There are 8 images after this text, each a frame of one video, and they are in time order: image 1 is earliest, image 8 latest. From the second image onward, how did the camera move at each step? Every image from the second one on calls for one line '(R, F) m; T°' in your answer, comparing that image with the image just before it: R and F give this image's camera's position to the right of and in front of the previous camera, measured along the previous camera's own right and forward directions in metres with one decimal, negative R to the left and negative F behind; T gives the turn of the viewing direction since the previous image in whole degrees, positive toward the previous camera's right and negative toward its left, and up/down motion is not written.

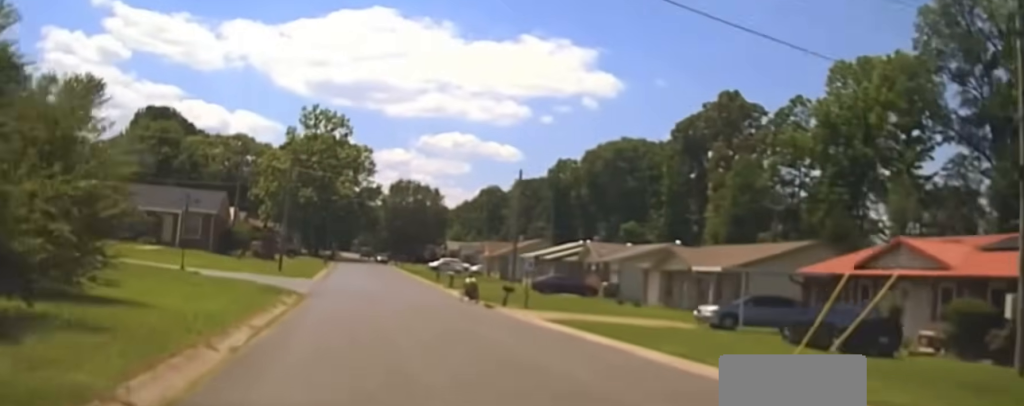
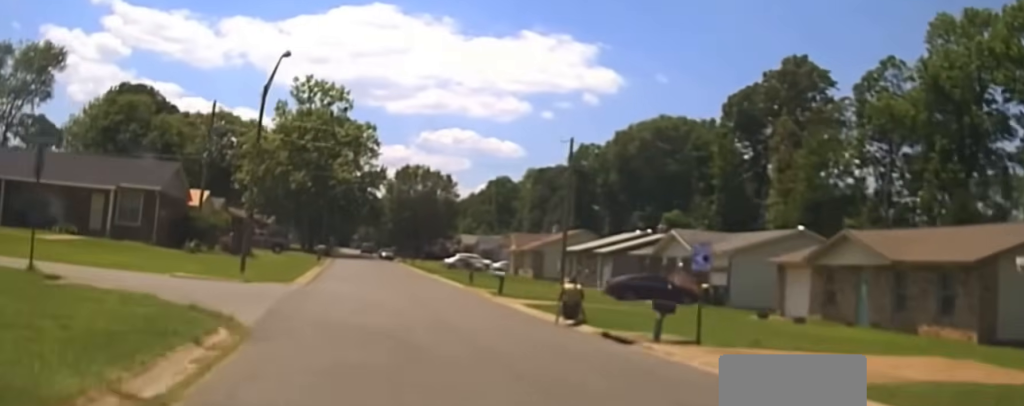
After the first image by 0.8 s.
(+0.1, +18.2) m; 0°
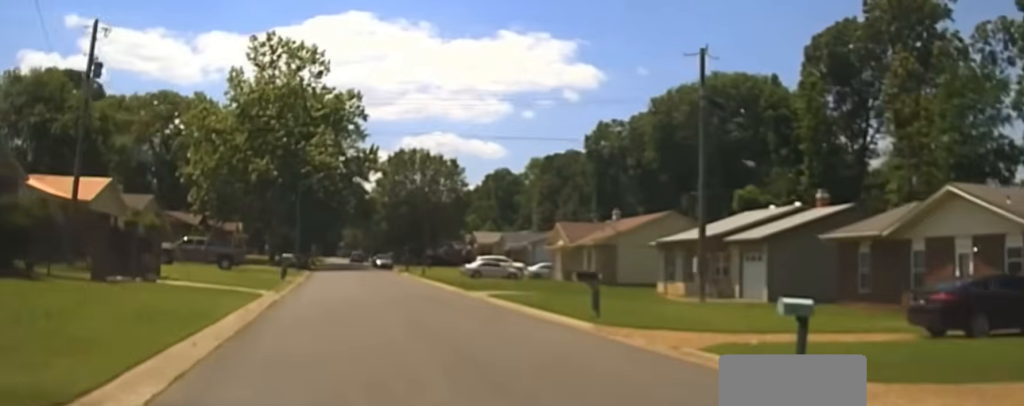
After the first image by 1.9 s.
(0.0, +27.3) m; +1°
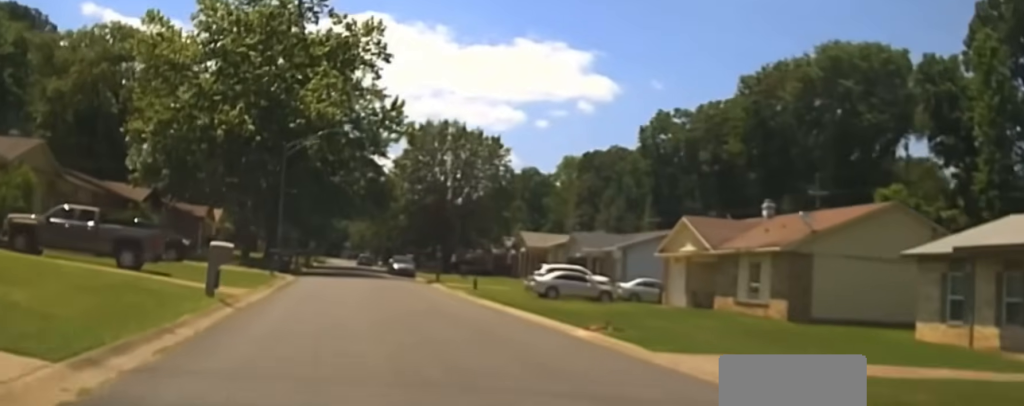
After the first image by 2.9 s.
(+0.3, +25.8) m; 0°
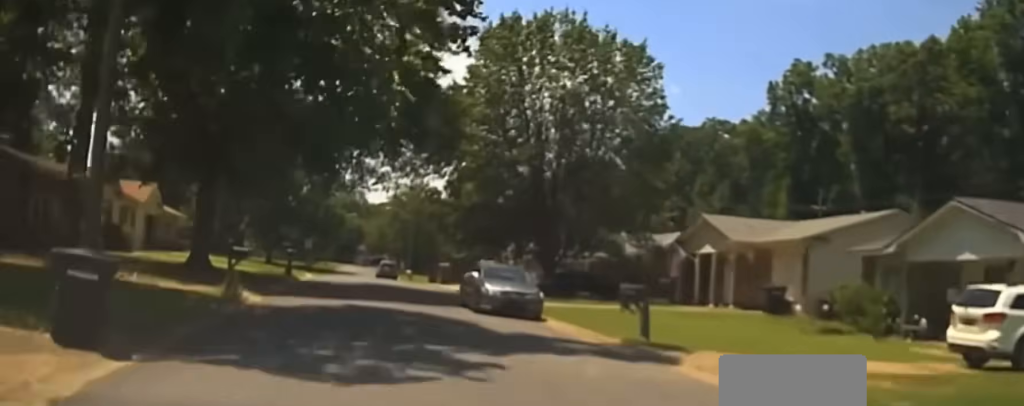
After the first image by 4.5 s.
(-0.9, +40.7) m; -2°
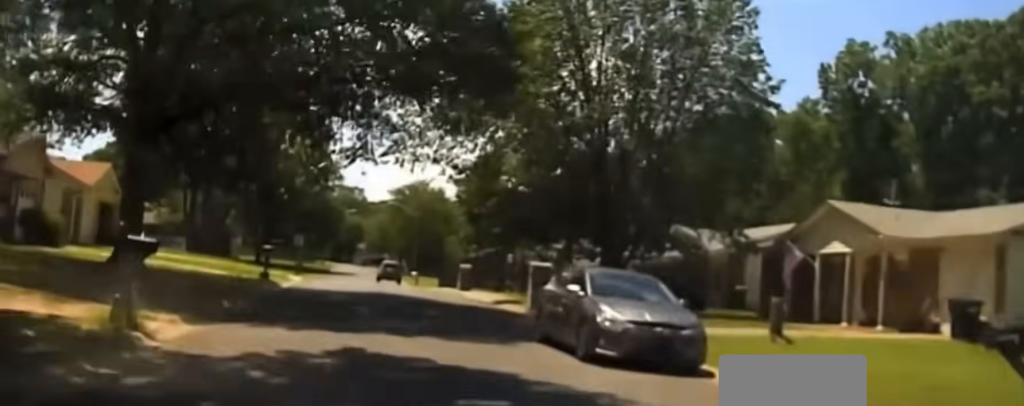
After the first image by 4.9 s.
(+0.3, +11.5) m; 0°
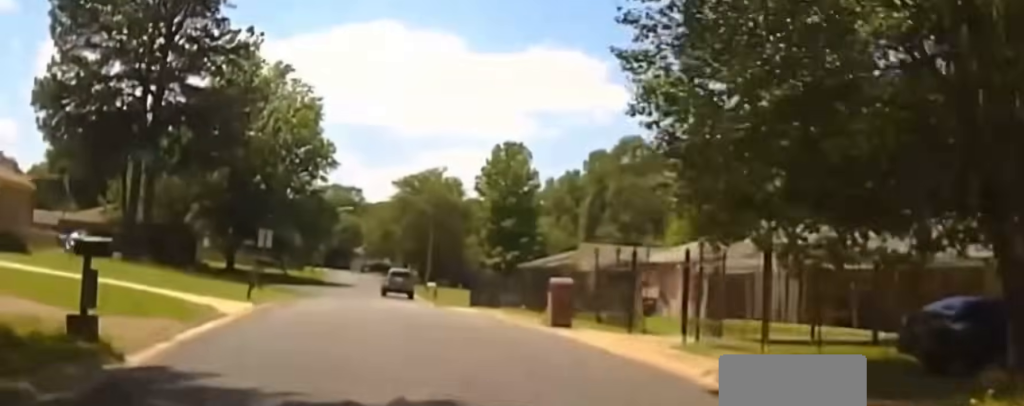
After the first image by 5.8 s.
(0.0, +22.4) m; 0°
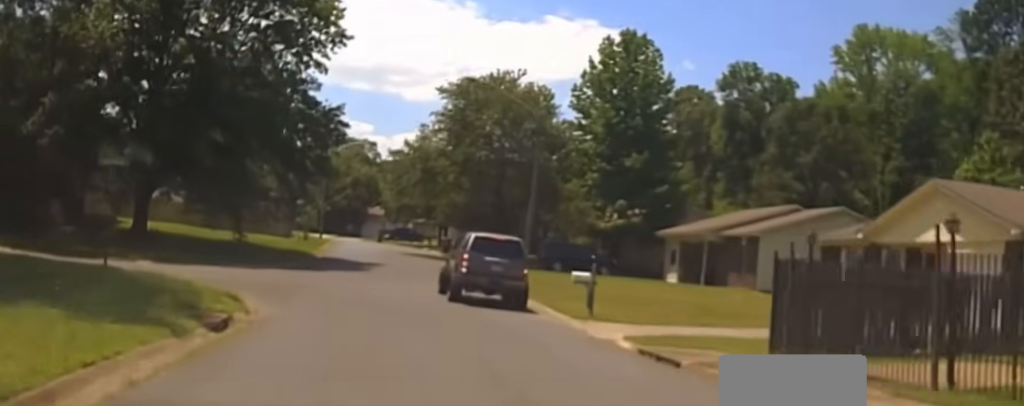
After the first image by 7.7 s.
(+0.2, +41.1) m; 0°
